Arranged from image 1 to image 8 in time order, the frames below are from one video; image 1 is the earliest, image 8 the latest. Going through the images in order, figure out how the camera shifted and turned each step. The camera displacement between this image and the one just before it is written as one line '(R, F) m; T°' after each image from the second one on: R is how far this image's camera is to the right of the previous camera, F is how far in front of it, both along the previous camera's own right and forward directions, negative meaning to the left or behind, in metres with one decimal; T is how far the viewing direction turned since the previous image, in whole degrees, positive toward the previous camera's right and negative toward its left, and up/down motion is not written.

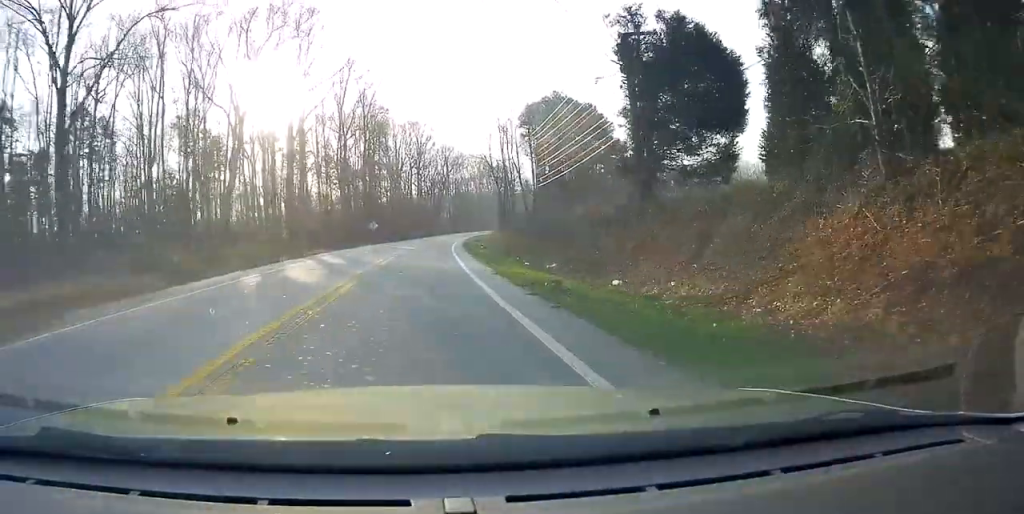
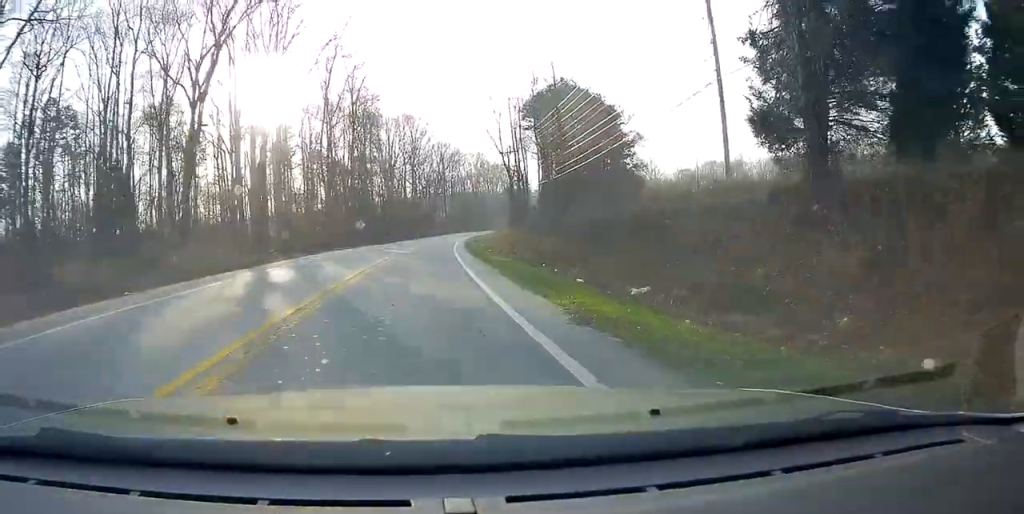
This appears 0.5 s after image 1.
(+0.1, +9.6) m; +1°
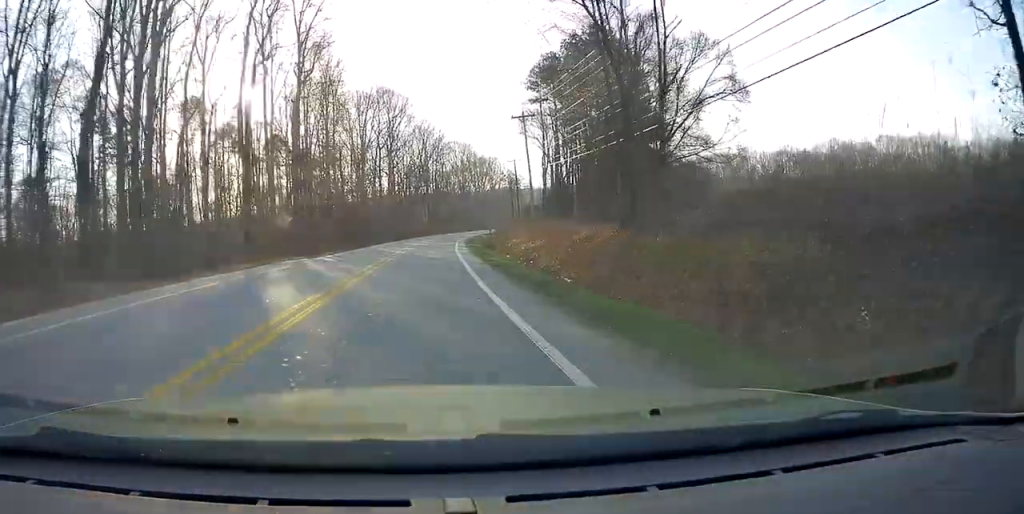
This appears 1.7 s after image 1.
(+0.2, +27.5) m; +1°
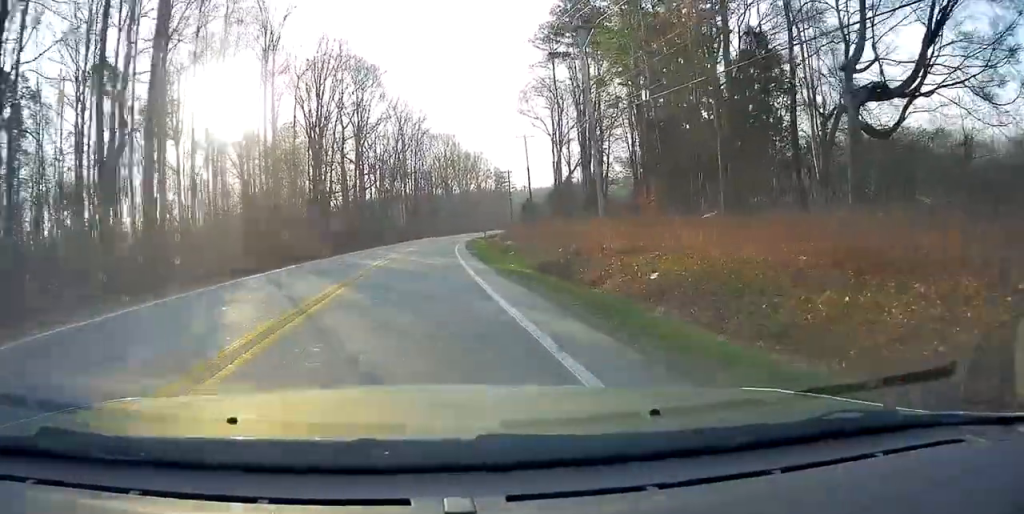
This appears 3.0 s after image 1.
(+0.5, +28.2) m; +3°
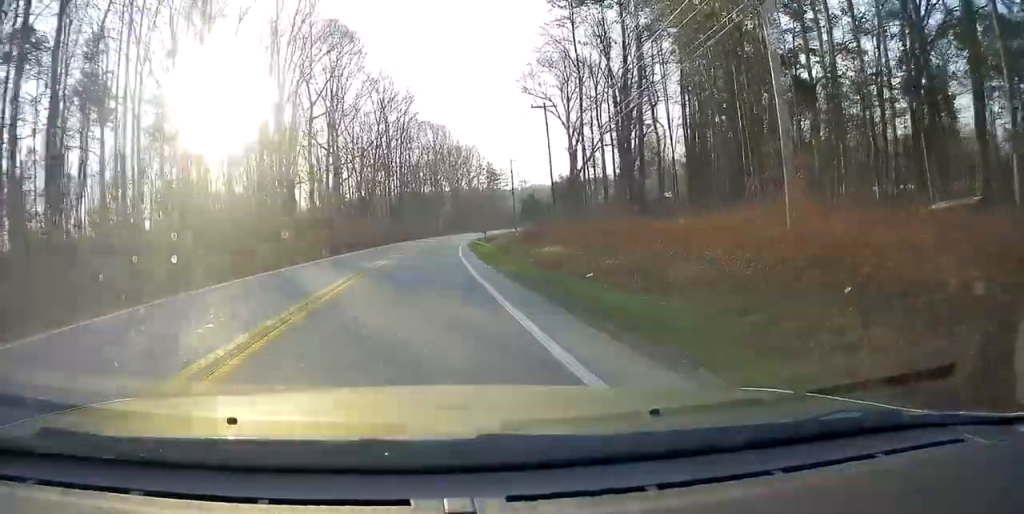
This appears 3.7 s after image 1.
(+0.3, +18.3) m; +2°
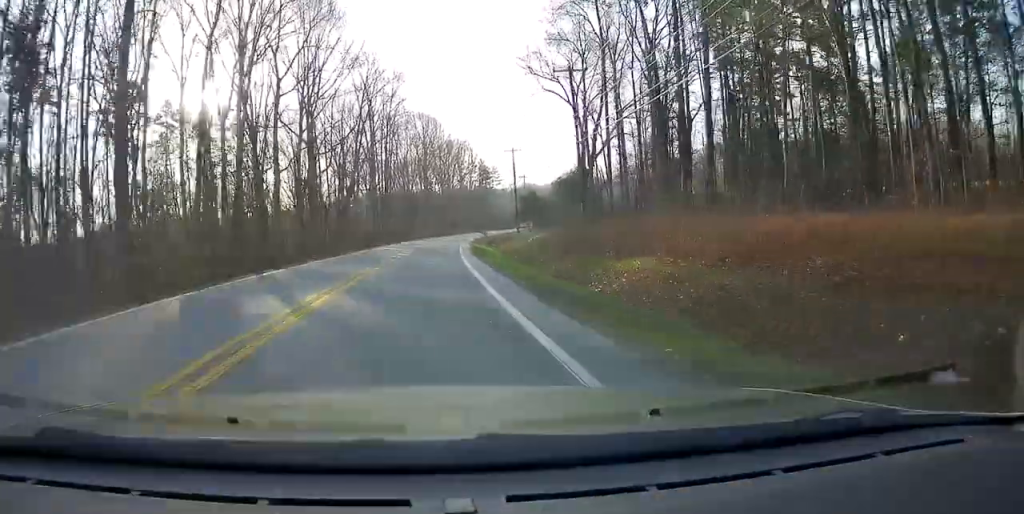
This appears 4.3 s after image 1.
(+0.1, +12.9) m; +1°
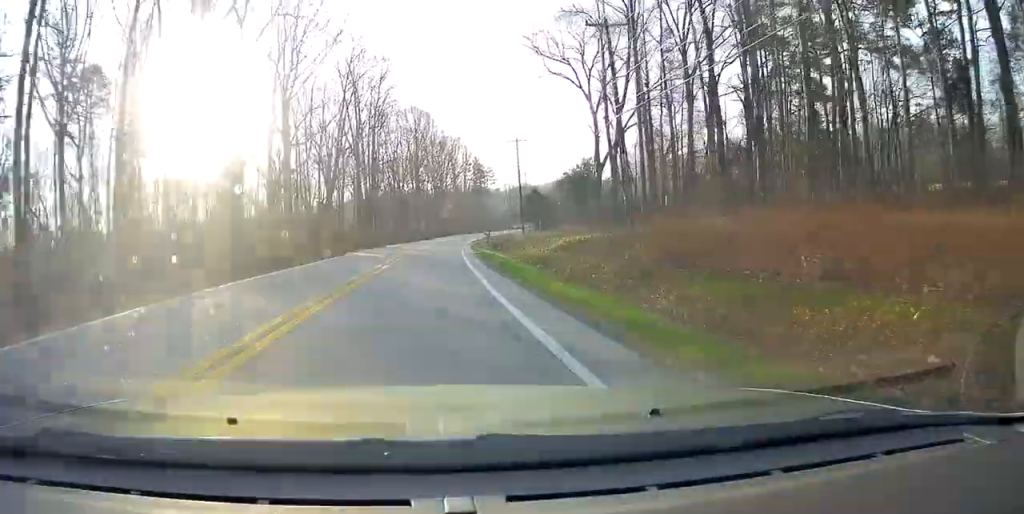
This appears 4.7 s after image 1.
(+0.1, +10.3) m; +1°
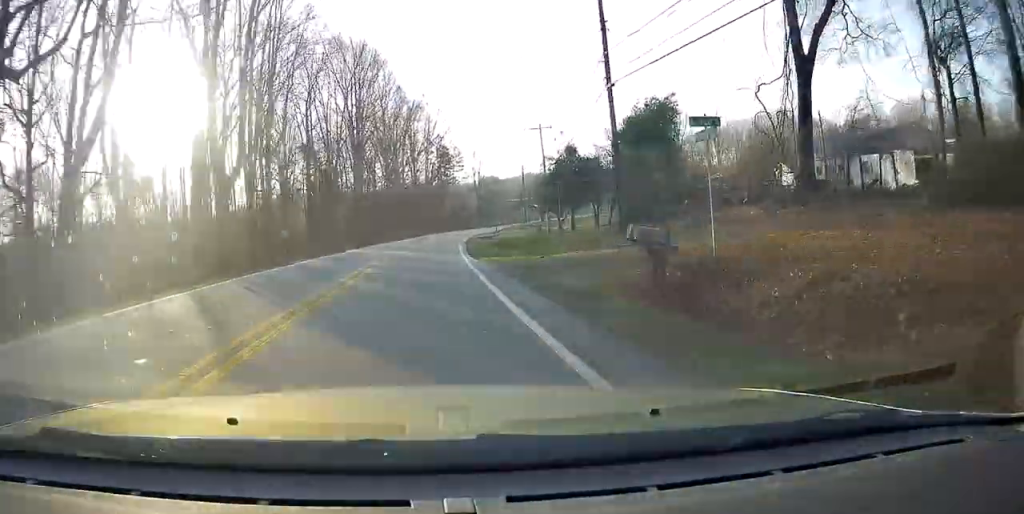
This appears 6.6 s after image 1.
(+1.6, +47.7) m; +3°
